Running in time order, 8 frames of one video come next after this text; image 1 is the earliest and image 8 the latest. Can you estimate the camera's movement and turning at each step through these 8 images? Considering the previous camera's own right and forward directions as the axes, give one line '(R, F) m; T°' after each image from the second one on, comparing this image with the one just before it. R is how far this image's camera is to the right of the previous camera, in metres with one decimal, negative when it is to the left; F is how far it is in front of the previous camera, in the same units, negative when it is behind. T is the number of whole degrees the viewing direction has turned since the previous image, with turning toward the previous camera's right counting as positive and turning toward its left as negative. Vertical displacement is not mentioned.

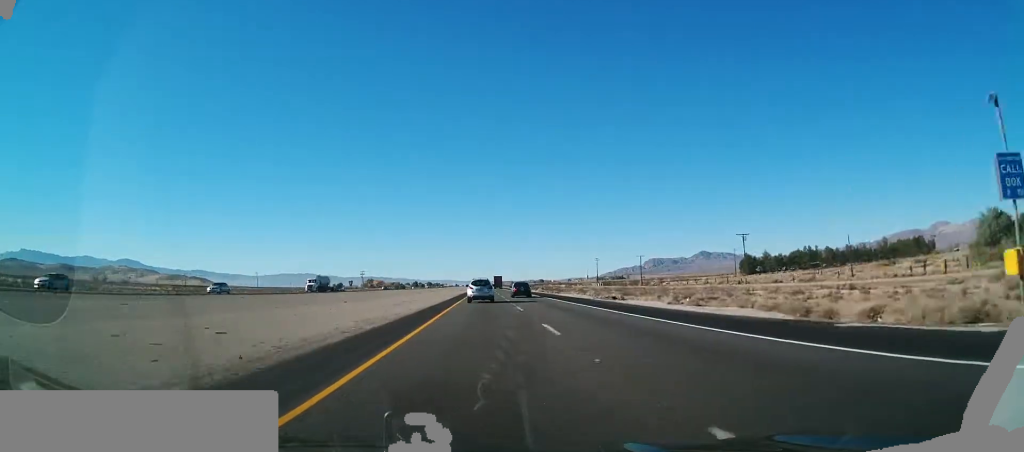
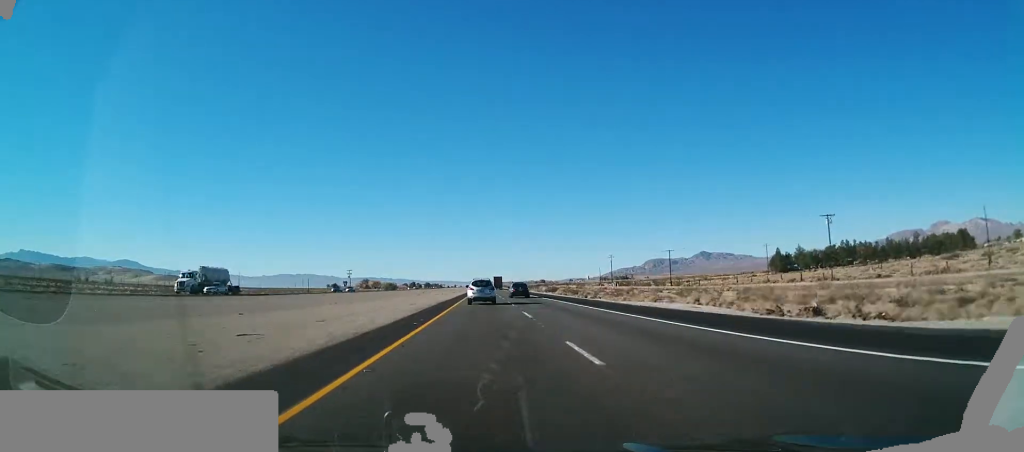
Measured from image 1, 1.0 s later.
(-0.1, +34.7) m; -1°
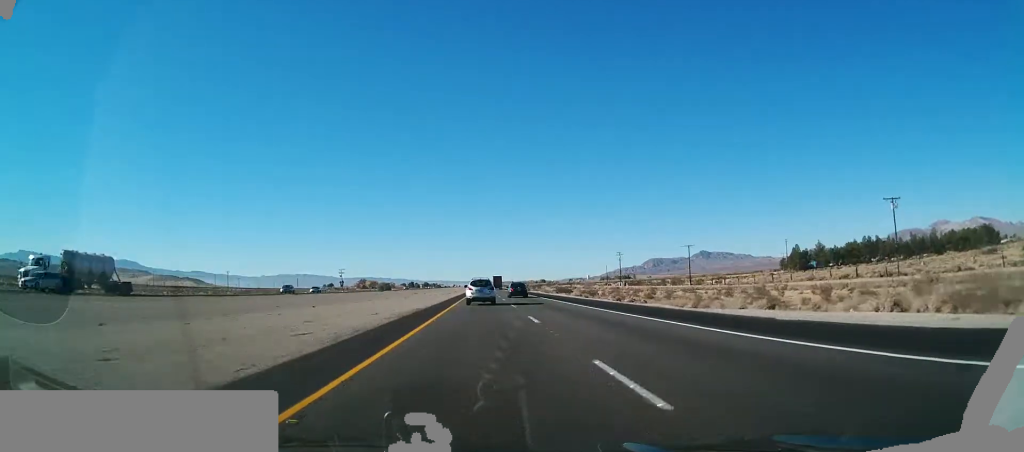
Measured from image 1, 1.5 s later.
(-0.1, +18.1) m; 0°
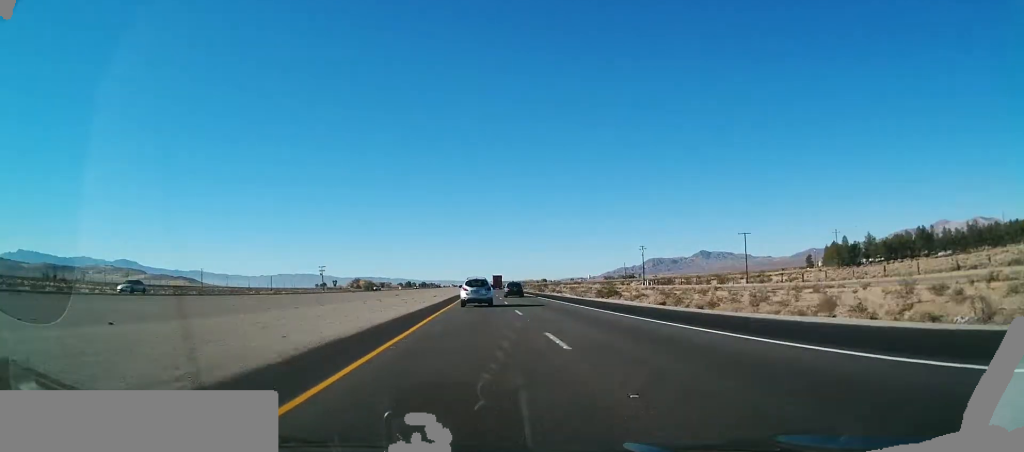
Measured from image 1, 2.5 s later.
(-0.2, +37.6) m; 0°
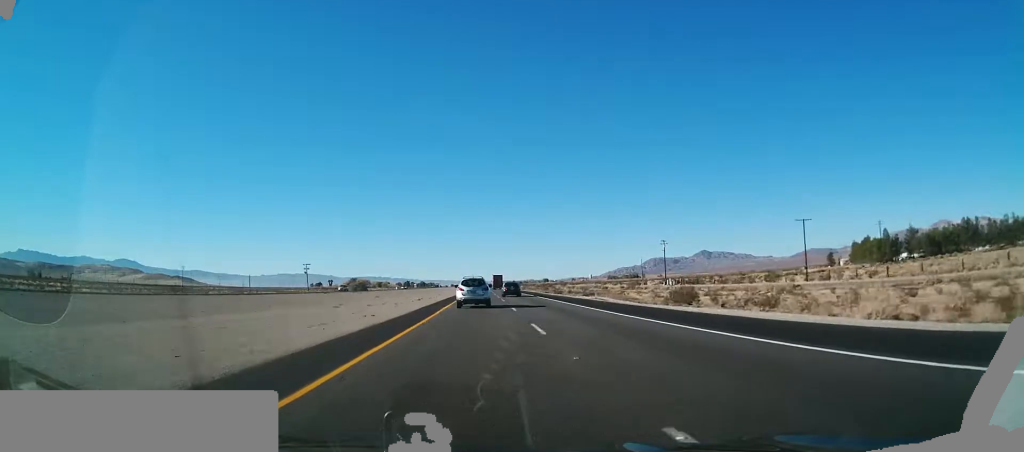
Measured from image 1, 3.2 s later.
(+0.5, +25.6) m; 0°
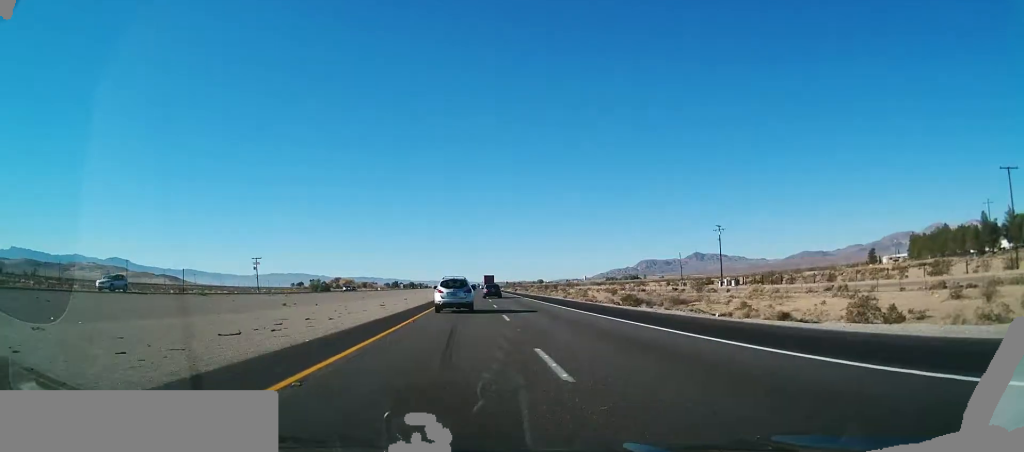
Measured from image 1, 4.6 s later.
(-0.5, +51.1) m; 0°
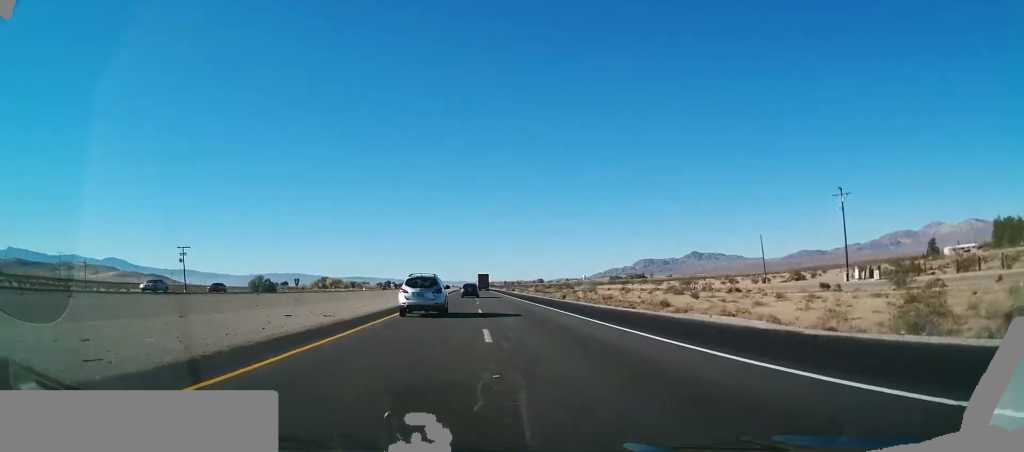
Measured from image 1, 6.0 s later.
(+0.7, +52.6) m; +1°
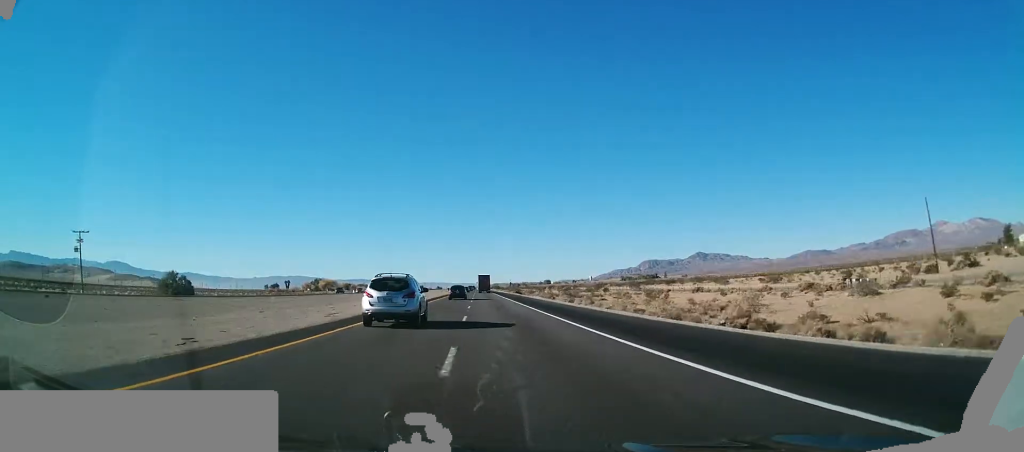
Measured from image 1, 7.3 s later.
(0.0, +48.1) m; 0°
